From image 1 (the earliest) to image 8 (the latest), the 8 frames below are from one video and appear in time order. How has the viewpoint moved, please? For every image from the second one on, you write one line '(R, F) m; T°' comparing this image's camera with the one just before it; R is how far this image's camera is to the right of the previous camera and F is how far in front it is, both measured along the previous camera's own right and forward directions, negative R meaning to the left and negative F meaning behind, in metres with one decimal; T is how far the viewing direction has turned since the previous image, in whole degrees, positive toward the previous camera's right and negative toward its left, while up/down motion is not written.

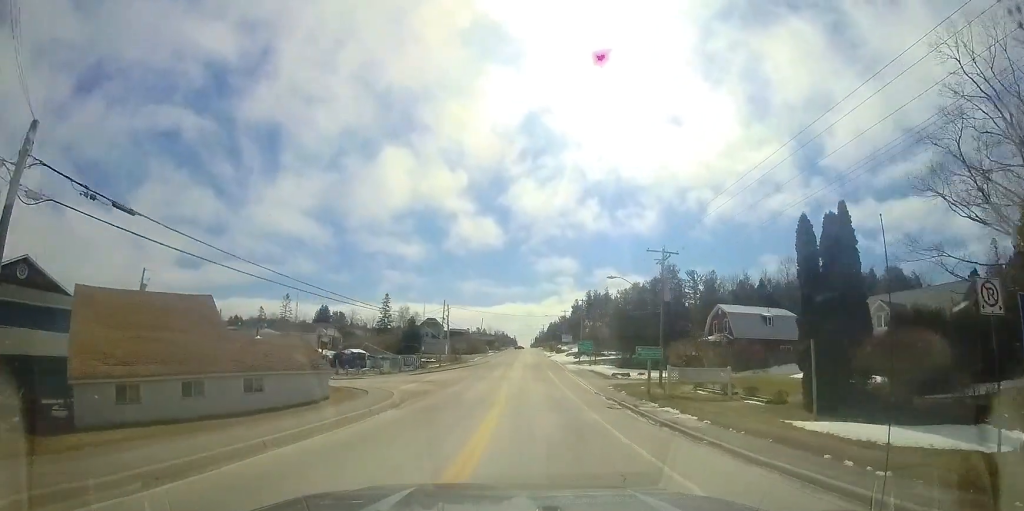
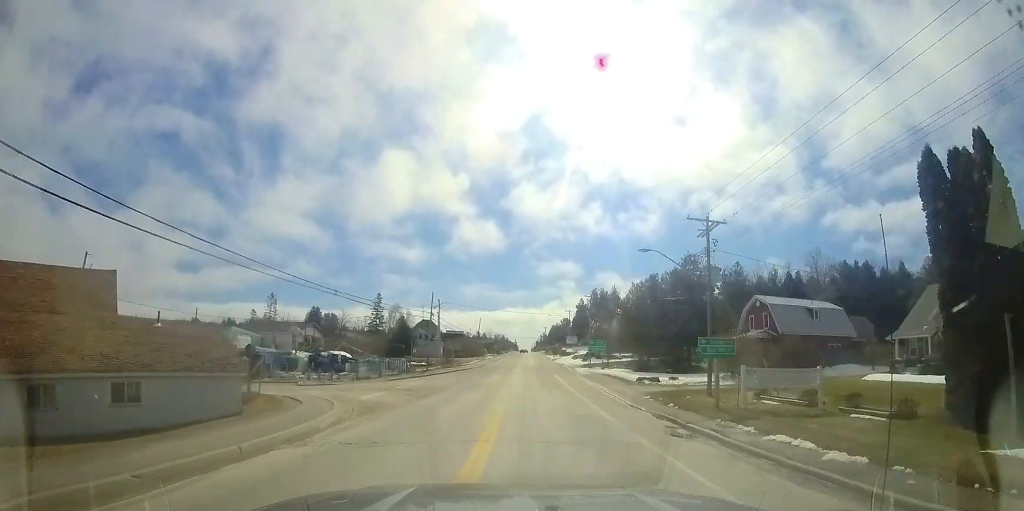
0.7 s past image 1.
(0.0, +6.8) m; -4°
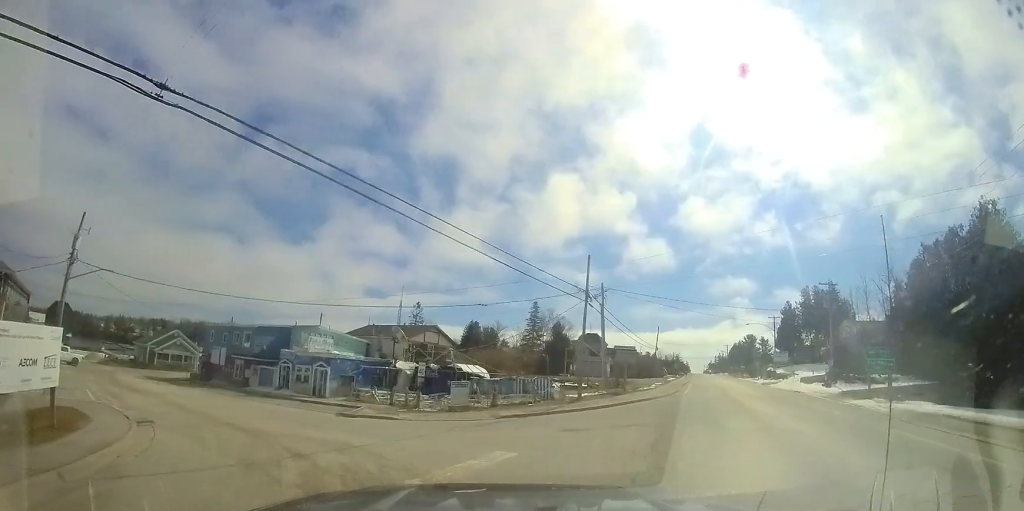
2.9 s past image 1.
(-2.2, +21.5) m; -18°
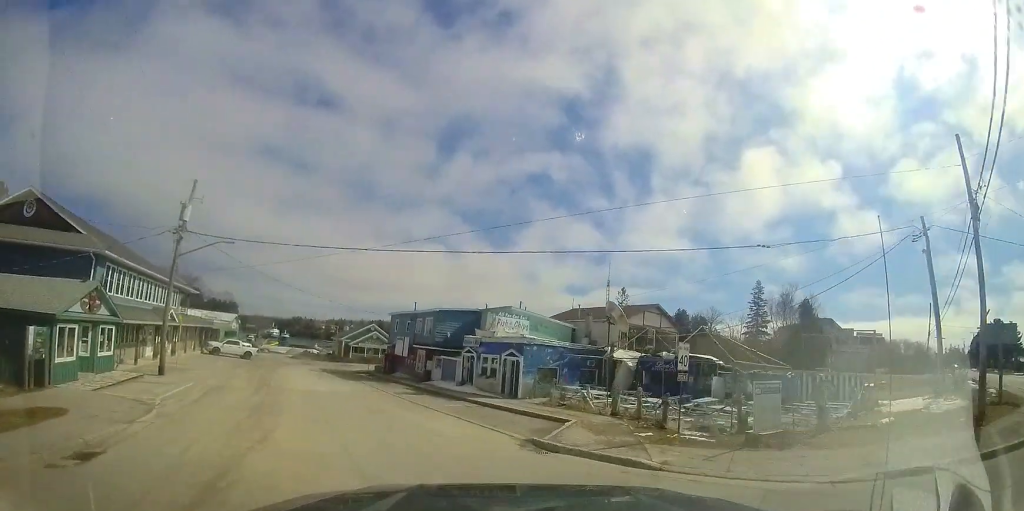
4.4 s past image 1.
(-3.6, +11.4) m; -31°
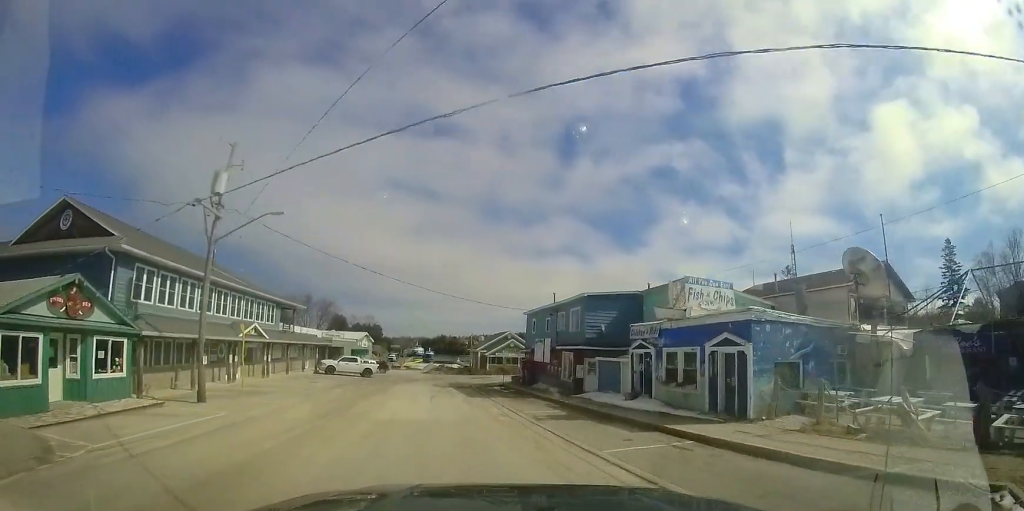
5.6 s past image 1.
(-1.5, +9.1) m; -21°
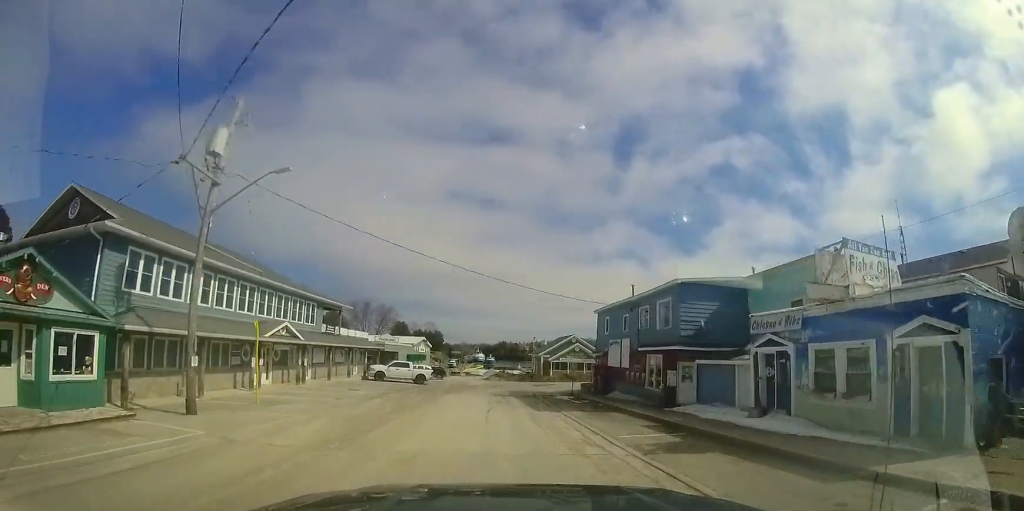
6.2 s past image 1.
(-0.6, +4.3) m; -9°
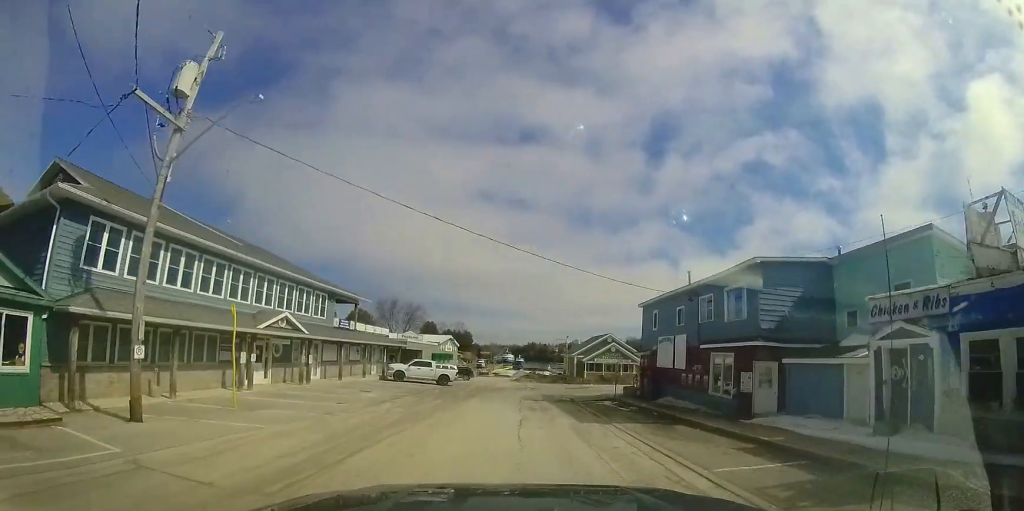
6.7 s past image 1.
(-0.2, +3.4) m; -6°
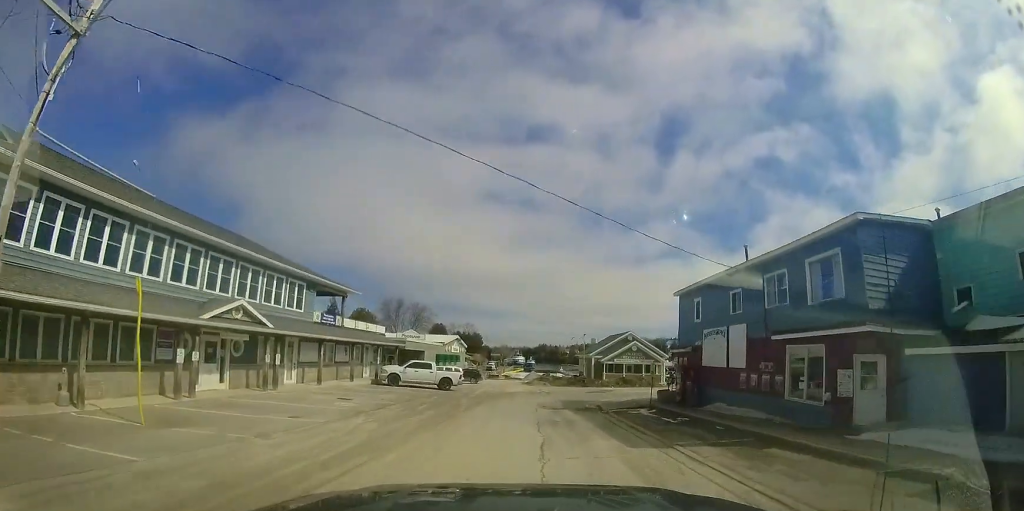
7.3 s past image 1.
(-0.2, +4.2) m; -1°
